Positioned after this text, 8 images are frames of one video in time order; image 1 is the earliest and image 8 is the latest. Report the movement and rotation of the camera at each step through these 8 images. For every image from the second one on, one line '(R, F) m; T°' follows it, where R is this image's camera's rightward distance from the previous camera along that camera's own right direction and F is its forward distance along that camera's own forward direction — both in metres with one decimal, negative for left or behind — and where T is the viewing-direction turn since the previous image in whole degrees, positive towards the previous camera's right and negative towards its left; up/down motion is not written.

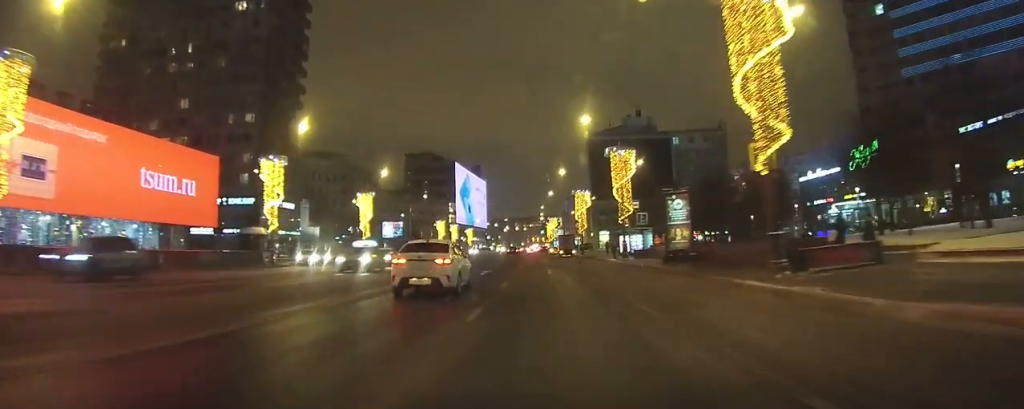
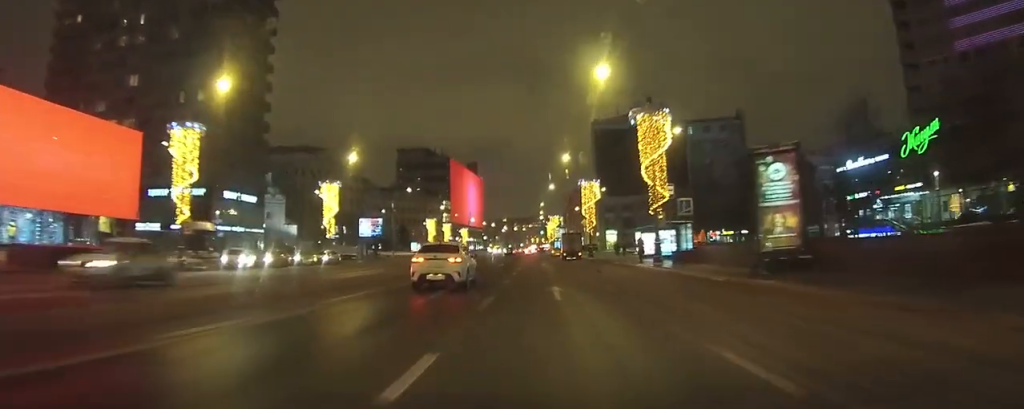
(0.0, +14.6) m; 0°
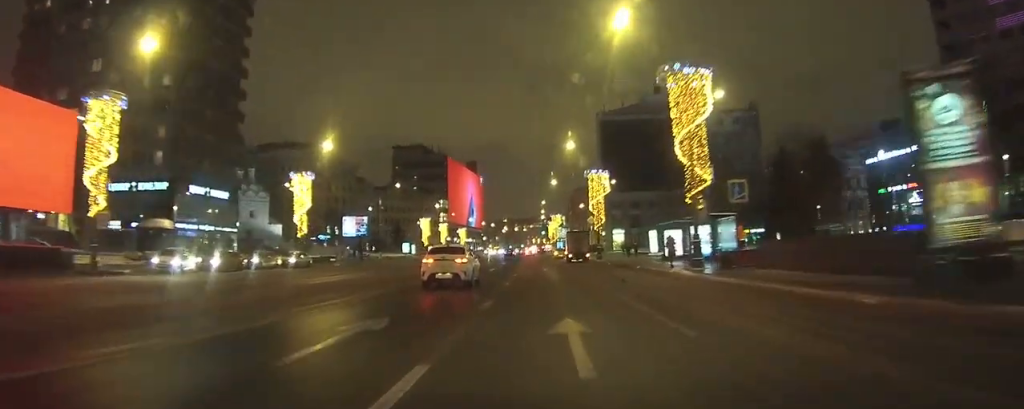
(0.0, +9.6) m; 0°
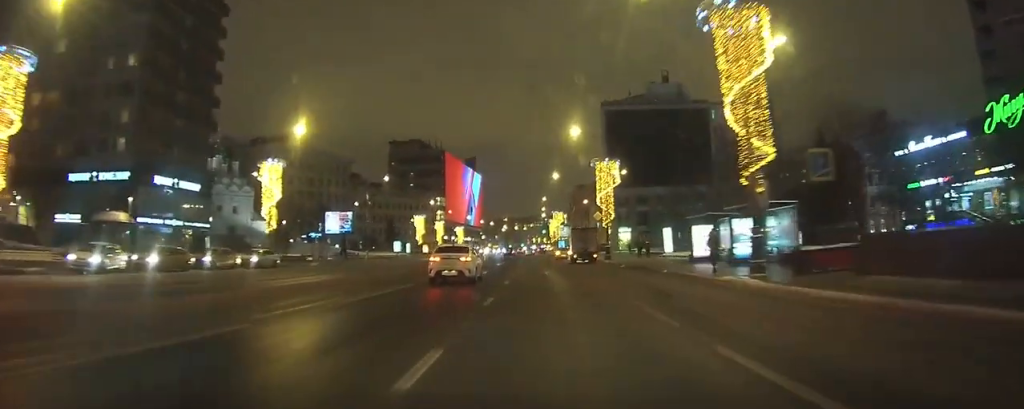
(0.0, +8.8) m; 0°
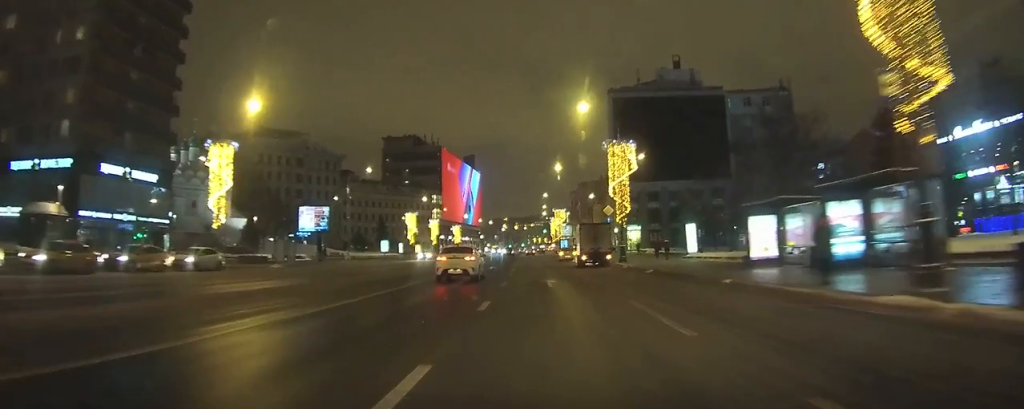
(0.0, +11.1) m; 0°
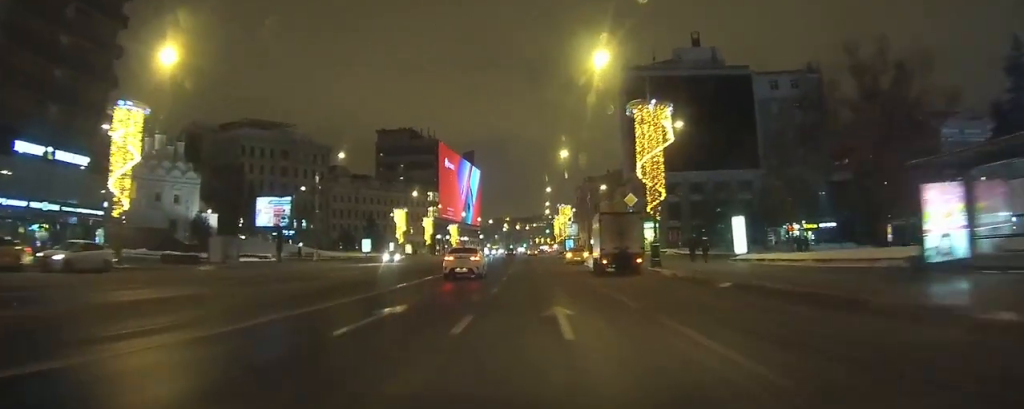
(-0.1, +14.7) m; 0°
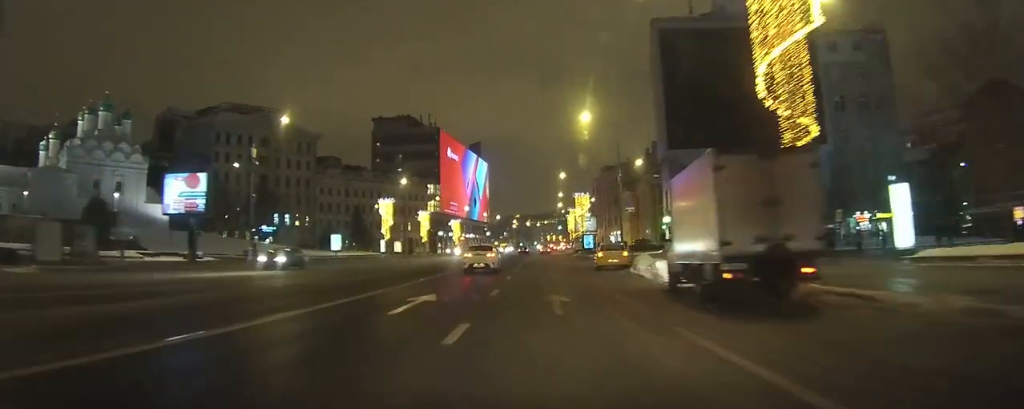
(-0.1, +18.6) m; 0°
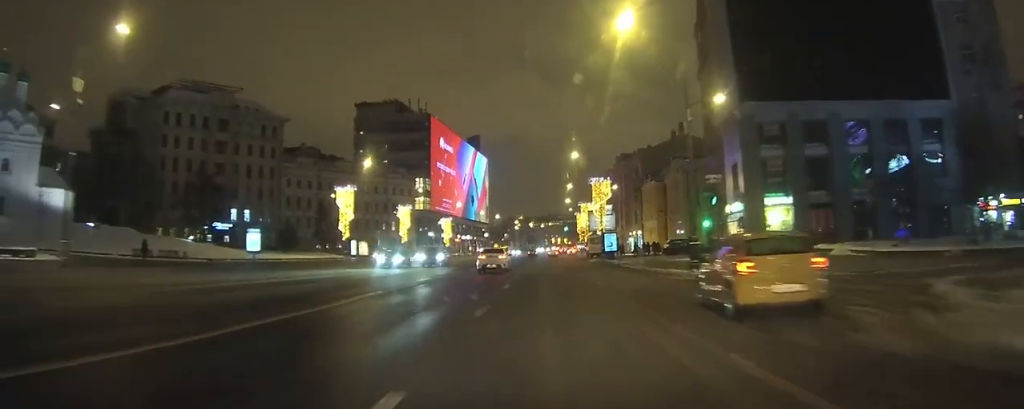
(+0.1, +18.4) m; +1°
